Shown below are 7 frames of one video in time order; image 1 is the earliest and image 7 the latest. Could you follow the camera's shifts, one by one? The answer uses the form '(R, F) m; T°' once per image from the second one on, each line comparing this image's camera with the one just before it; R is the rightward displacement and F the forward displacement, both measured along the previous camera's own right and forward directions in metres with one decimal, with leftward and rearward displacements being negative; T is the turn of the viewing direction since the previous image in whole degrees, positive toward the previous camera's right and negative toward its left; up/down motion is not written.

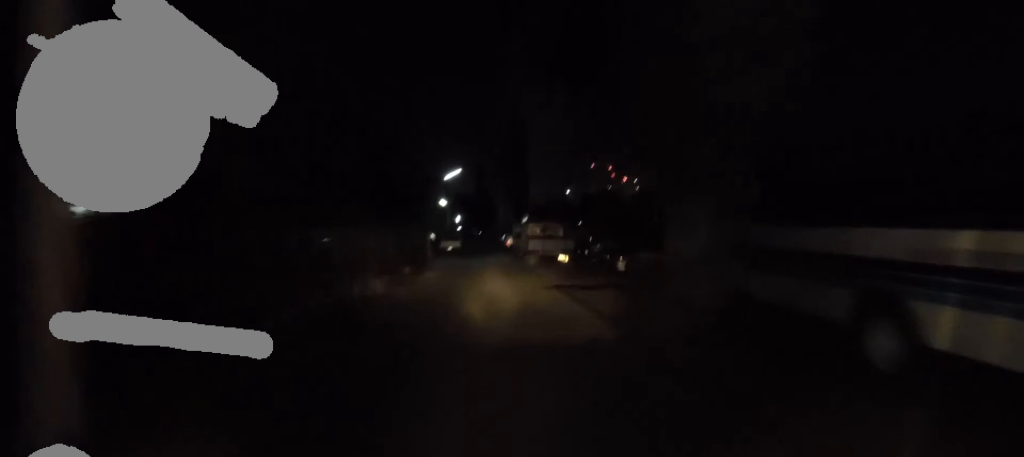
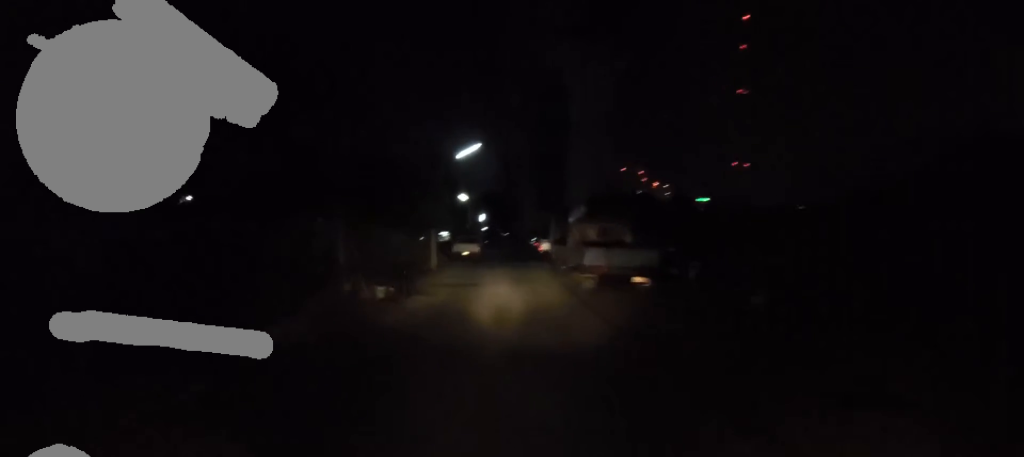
(+0.9, +10.8) m; +2°
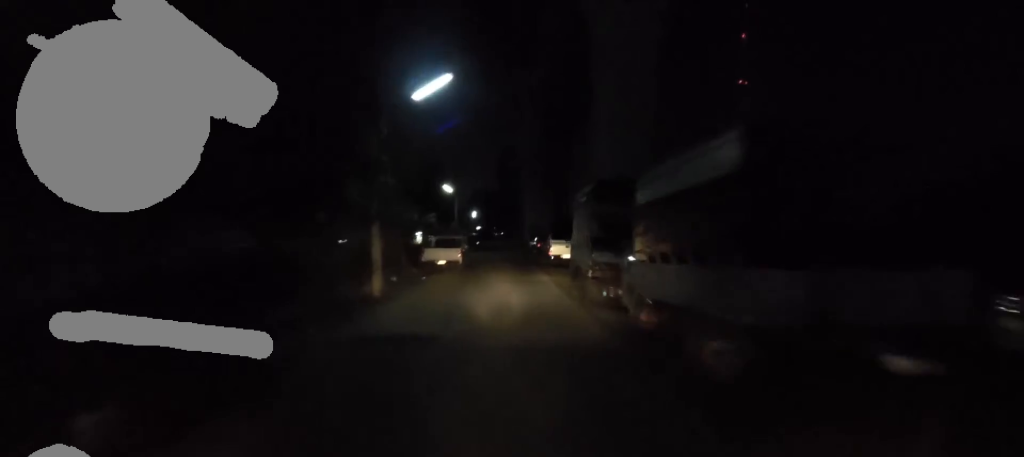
(-0.5, +10.9) m; 0°
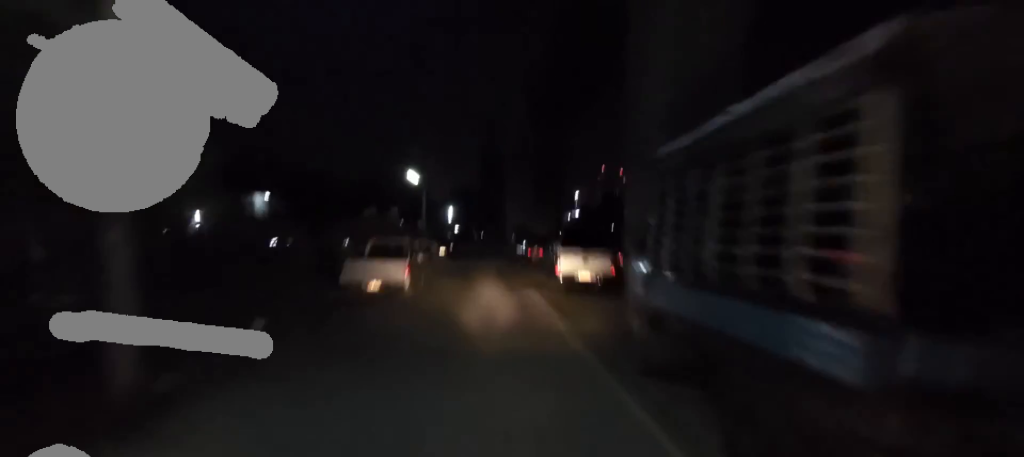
(+0.4, +9.9) m; 0°
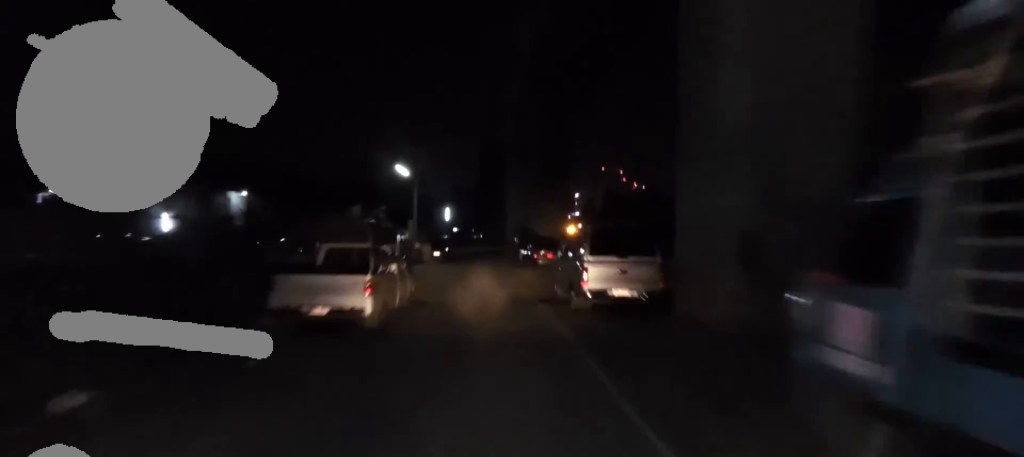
(+0.3, +4.5) m; -1°
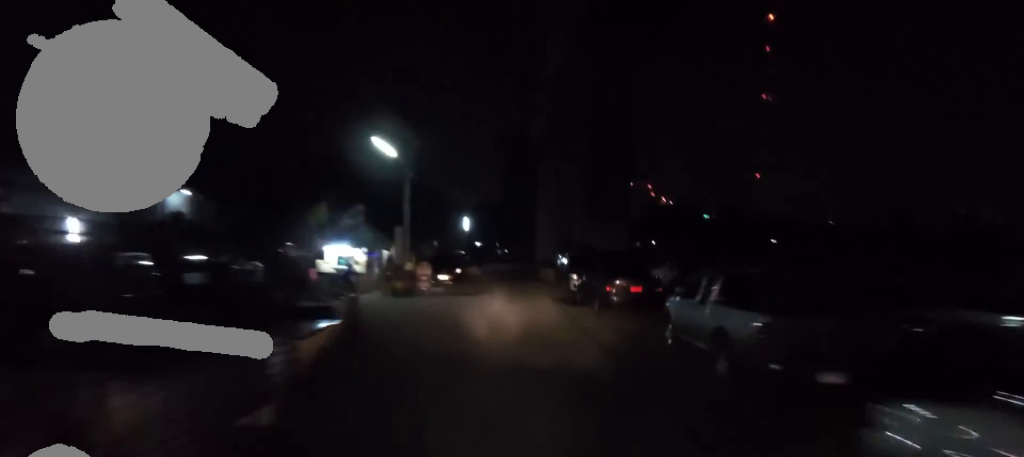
(-1.3, +12.8) m; -3°
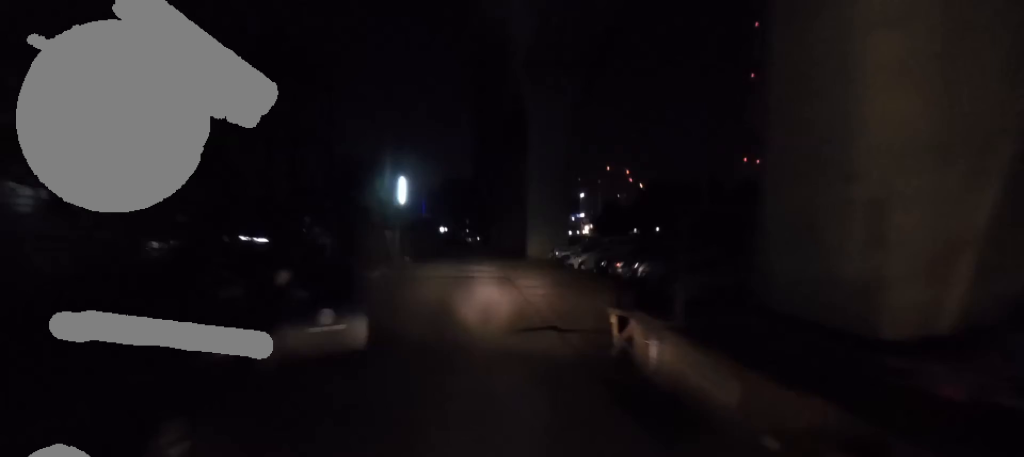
(+1.1, +25.8) m; -3°
